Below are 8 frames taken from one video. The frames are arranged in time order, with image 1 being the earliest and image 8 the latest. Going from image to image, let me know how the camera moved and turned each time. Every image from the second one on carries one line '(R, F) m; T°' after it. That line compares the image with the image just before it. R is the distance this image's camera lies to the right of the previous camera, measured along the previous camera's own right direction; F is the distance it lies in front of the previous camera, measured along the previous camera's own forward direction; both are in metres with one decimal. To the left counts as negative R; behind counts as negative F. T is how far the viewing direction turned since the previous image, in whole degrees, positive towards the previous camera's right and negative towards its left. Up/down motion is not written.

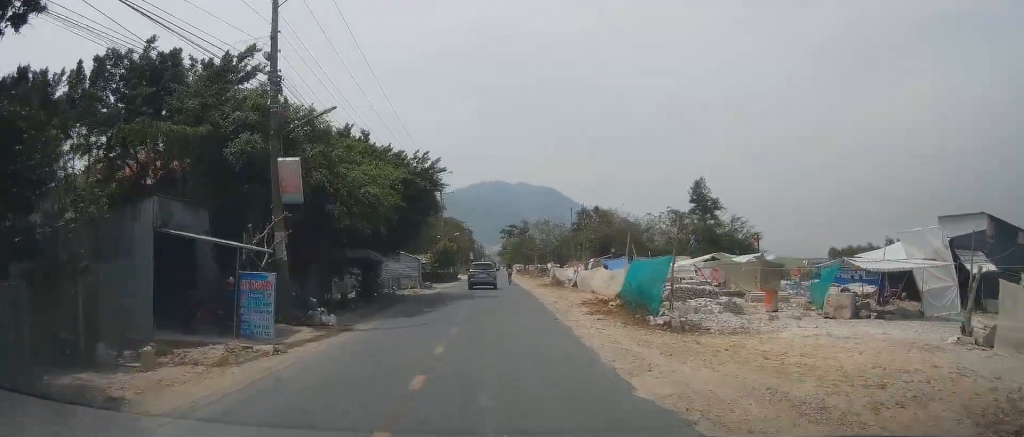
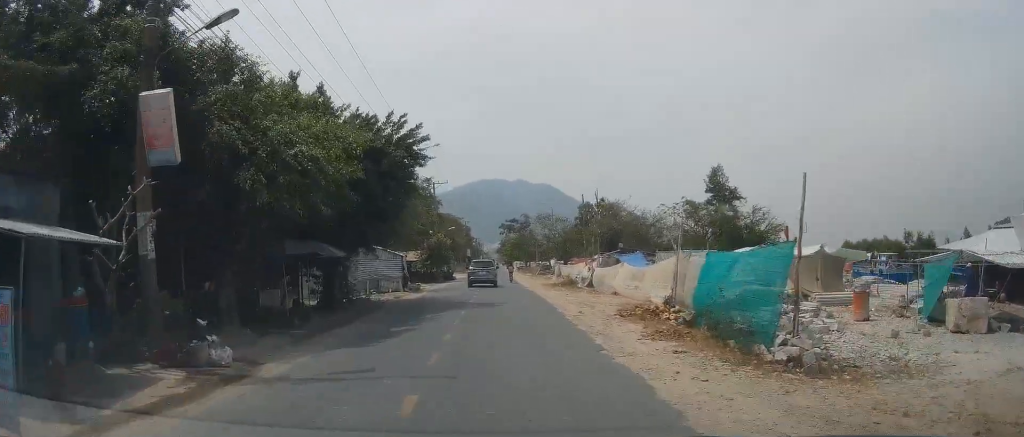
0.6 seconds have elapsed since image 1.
(-0.1, +7.6) m; 0°
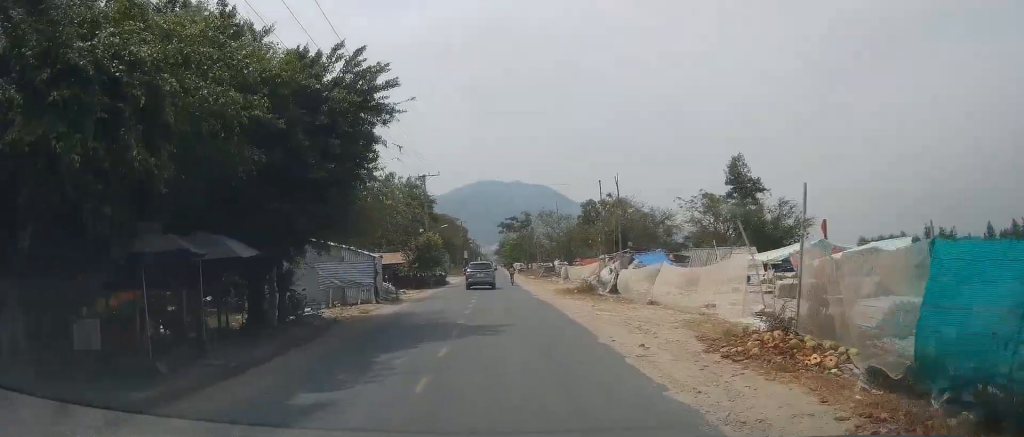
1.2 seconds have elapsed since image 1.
(+0.2, +8.0) m; -1°
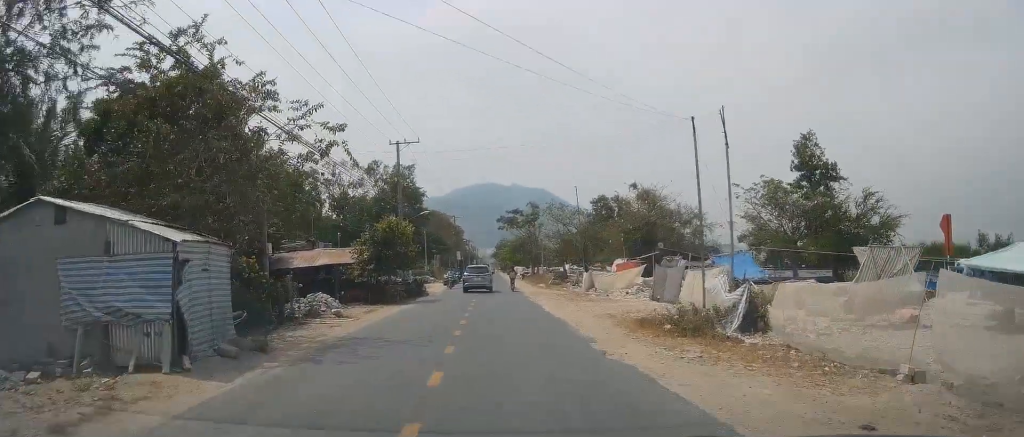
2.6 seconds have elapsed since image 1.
(-0.7, +17.8) m; -2°
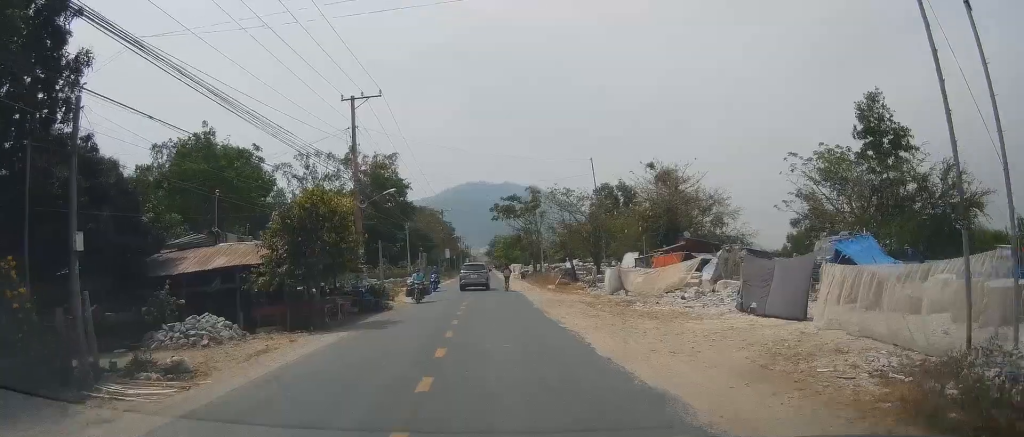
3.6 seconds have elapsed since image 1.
(+0.5, +12.5) m; +2°
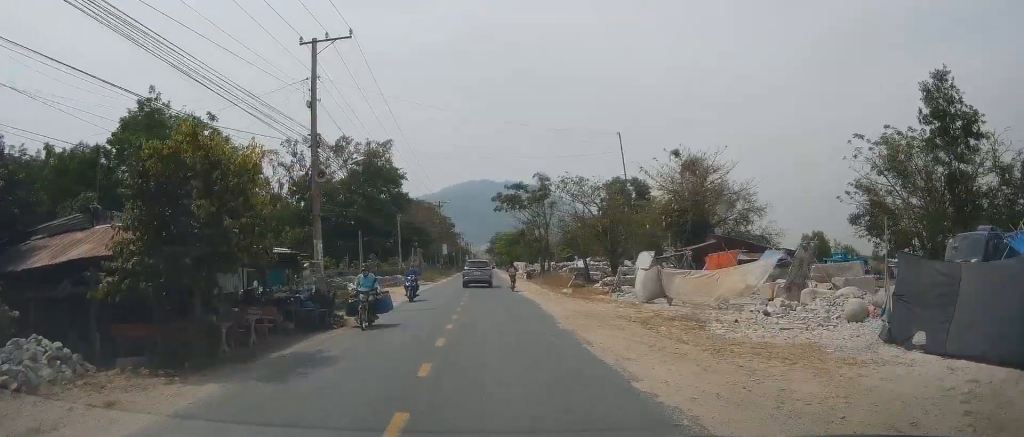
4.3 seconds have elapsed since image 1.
(0.0, +8.3) m; +1°
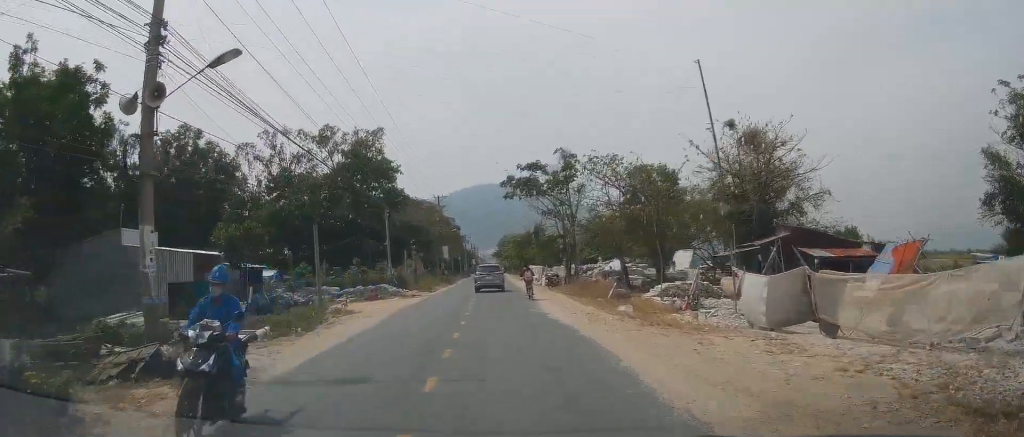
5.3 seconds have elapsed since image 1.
(+0.2, +12.2) m; 0°
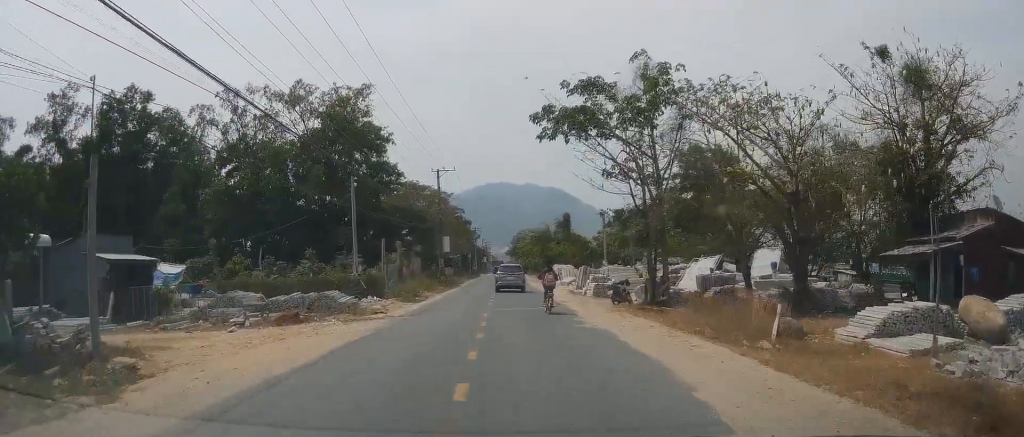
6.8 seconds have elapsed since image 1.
(-0.2, +18.5) m; -1°
